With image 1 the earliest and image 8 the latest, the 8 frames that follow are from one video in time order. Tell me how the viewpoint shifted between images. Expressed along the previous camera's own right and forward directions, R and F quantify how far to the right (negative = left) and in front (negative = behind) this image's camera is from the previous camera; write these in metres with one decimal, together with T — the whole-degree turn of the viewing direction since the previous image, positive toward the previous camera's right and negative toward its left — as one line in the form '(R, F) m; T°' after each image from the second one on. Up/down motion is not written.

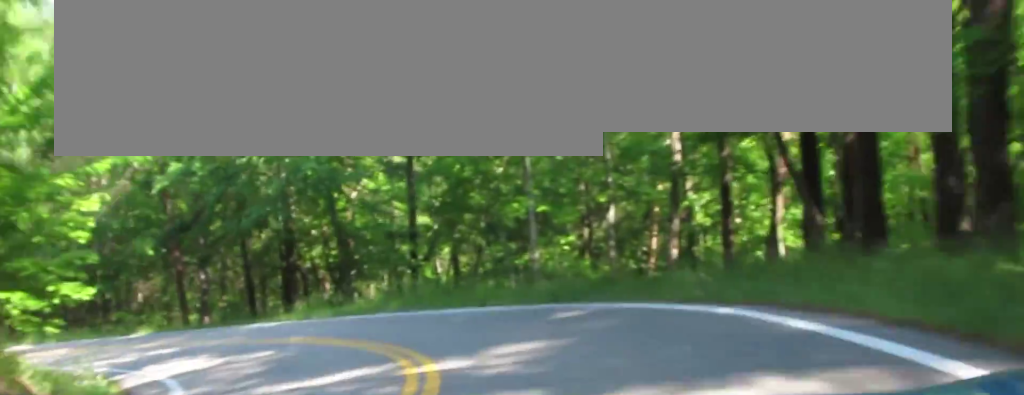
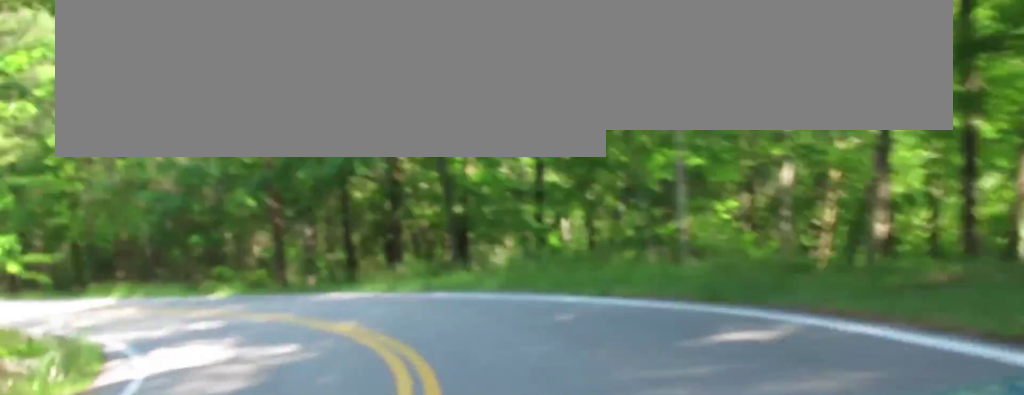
(-3.0, +10.7) m; -11°
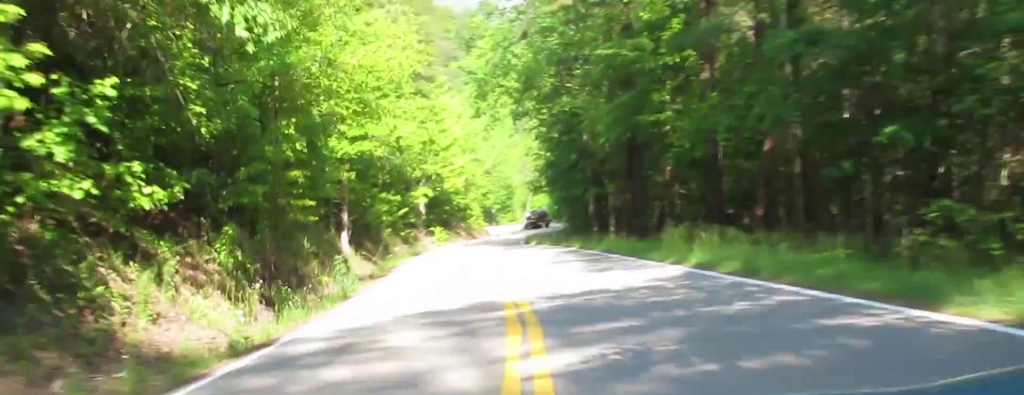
(-17.3, +45.5) m; -30°
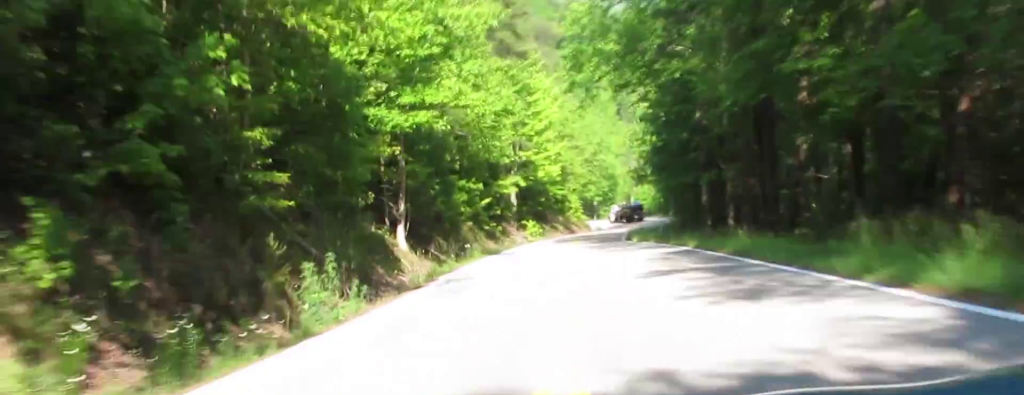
(-0.9, +16.0) m; -5°
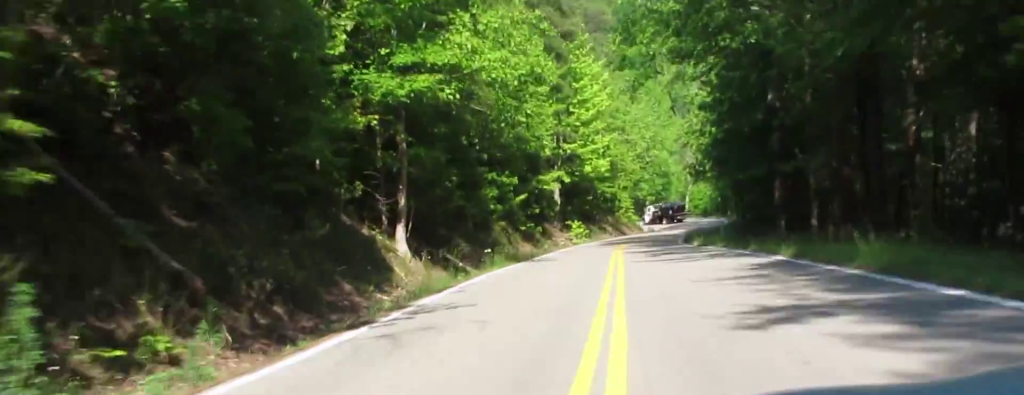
(-0.4, +12.8) m; 0°
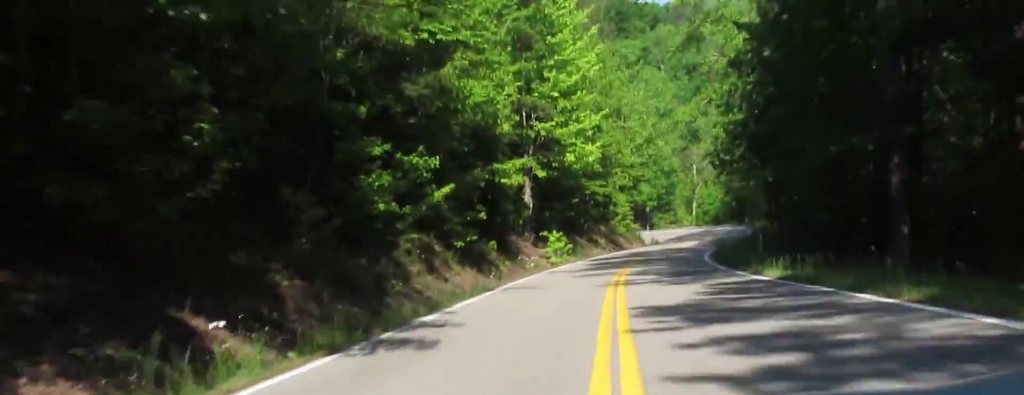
(+0.5, +31.9) m; +6°
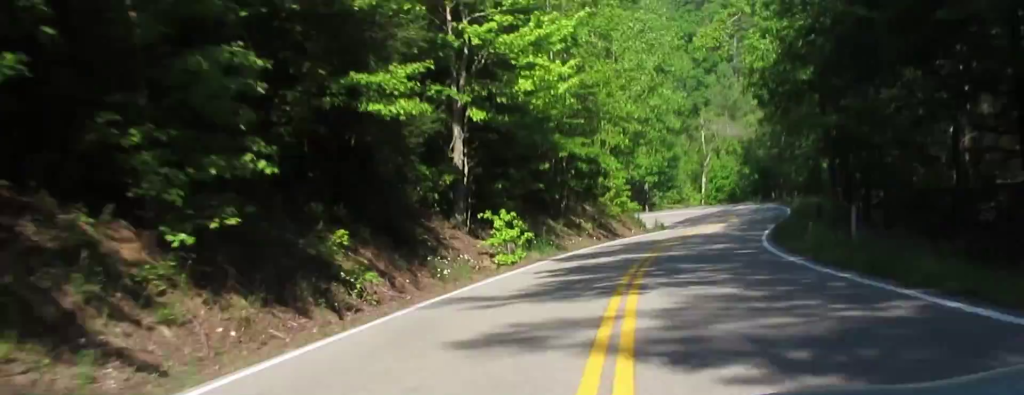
(+1.5, +21.1) m; +6°
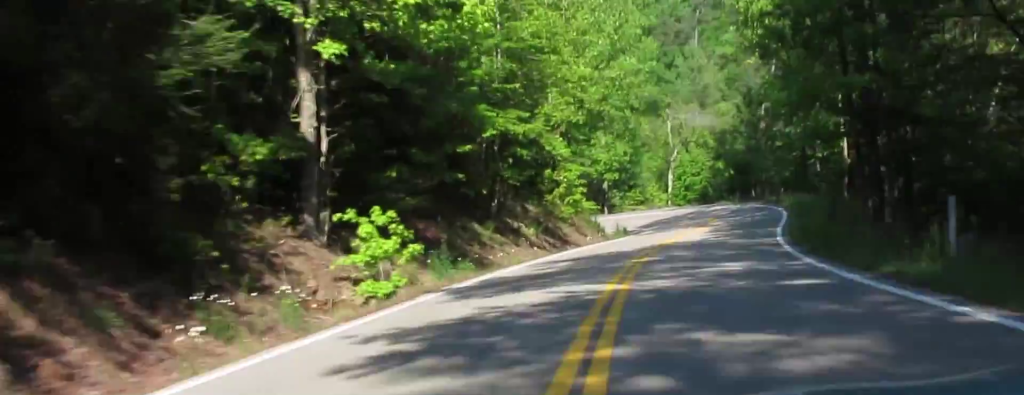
(+0.2, +9.0) m; 0°
